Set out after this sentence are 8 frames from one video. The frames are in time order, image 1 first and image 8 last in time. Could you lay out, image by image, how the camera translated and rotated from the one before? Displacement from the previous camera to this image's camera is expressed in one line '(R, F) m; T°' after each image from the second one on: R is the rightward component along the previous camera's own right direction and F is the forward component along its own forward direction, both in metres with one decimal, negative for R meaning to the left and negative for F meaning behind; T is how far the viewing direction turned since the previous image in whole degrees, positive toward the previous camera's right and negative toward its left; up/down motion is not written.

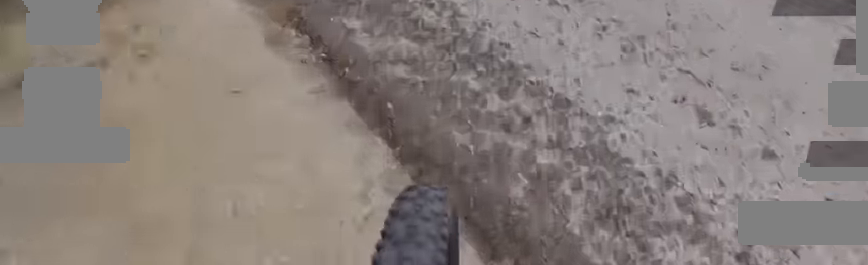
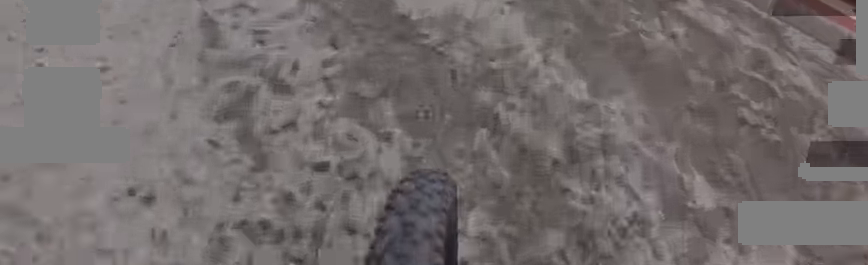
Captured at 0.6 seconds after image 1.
(-0.4, +4.5) m; -5°
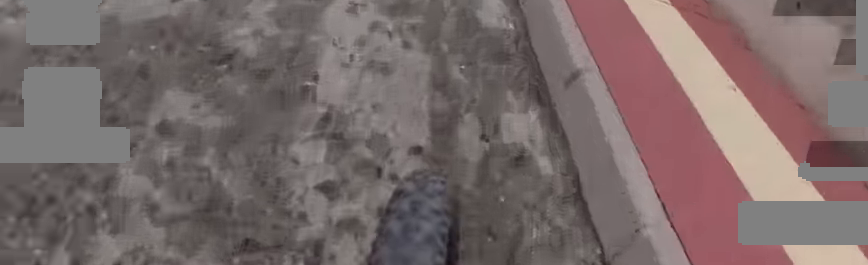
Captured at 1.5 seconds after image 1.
(0.0, +7.4) m; +5°
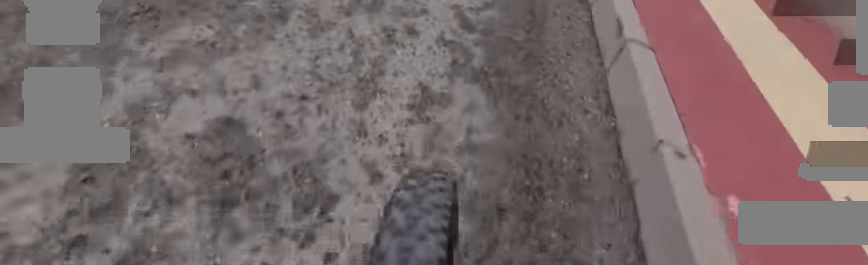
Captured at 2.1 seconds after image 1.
(+0.3, +5.0) m; +4°
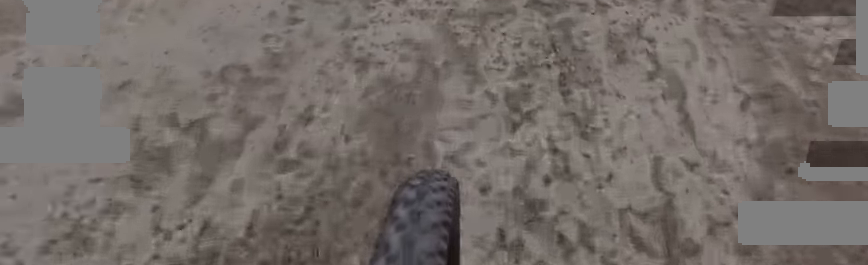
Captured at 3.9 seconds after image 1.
(+1.4, +15.7) m; +7°
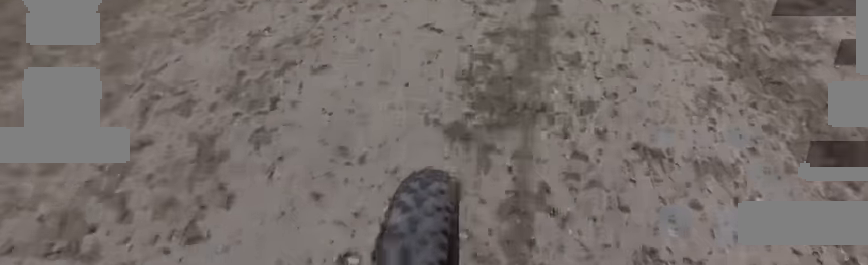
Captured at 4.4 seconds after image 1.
(0.0, +4.9) m; 0°
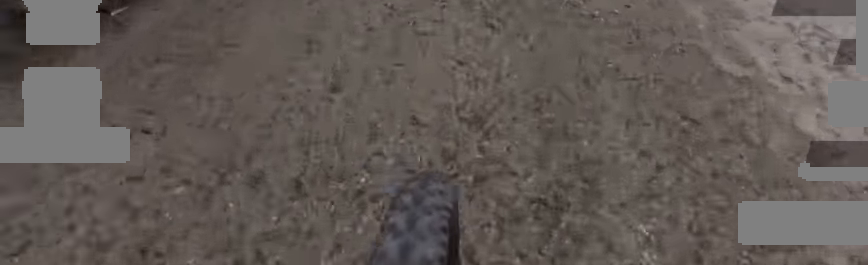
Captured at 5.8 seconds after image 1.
(+0.7, +12.7) m; +15°
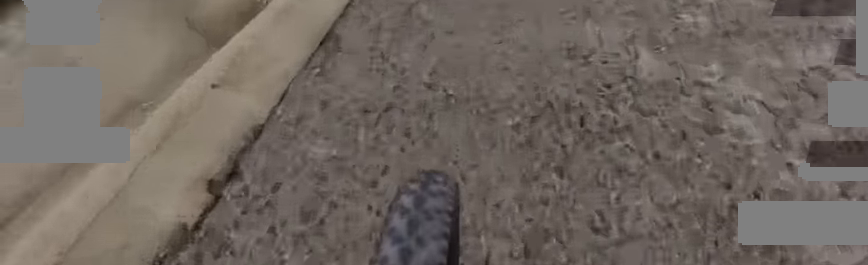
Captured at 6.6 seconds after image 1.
(+1.0, +7.8) m; +19°
